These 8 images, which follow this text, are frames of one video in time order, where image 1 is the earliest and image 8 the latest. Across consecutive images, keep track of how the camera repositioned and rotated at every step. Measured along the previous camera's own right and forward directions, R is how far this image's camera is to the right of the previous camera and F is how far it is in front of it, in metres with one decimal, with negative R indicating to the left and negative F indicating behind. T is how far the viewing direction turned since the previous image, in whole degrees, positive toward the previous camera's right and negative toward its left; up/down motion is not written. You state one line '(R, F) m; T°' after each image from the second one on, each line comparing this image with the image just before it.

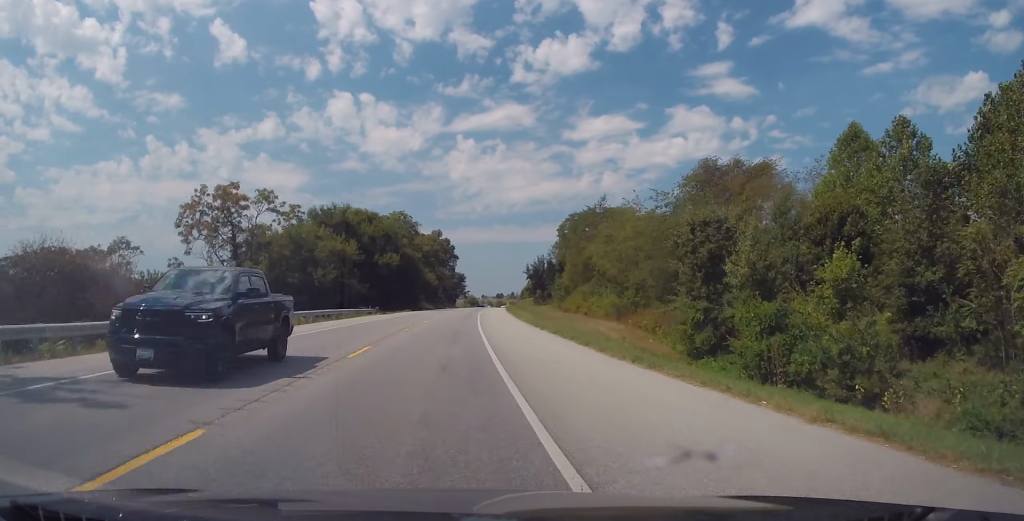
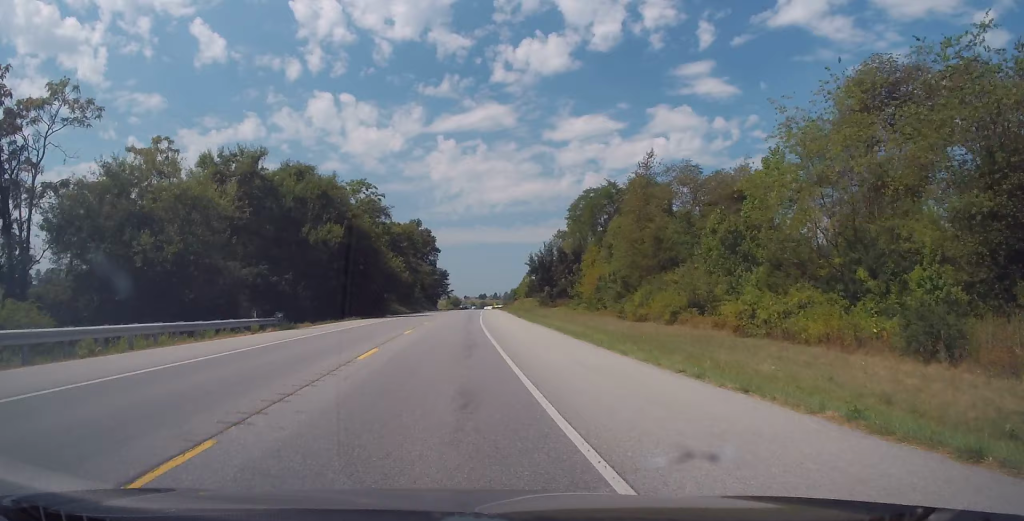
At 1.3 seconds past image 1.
(+0.5, +37.0) m; +1°
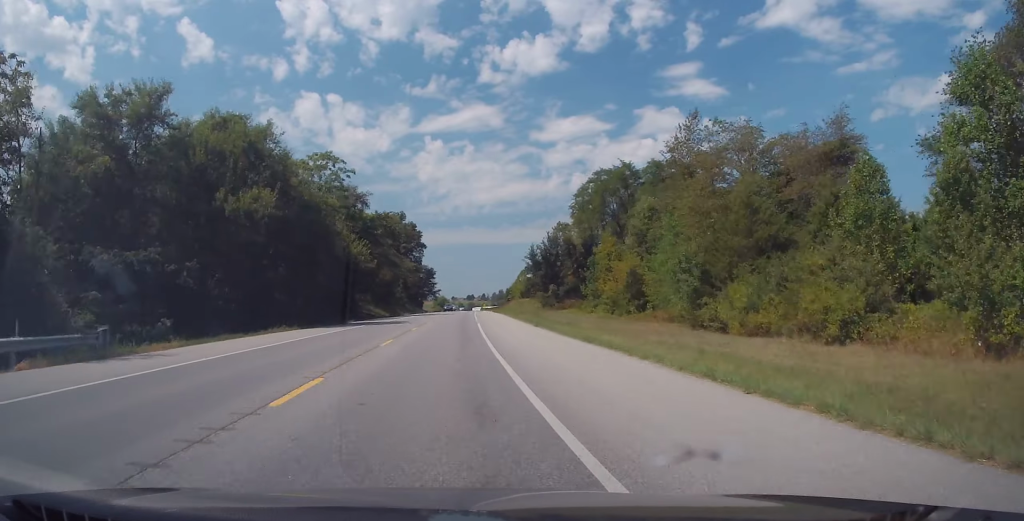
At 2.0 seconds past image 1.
(+0.1, +18.9) m; +1°
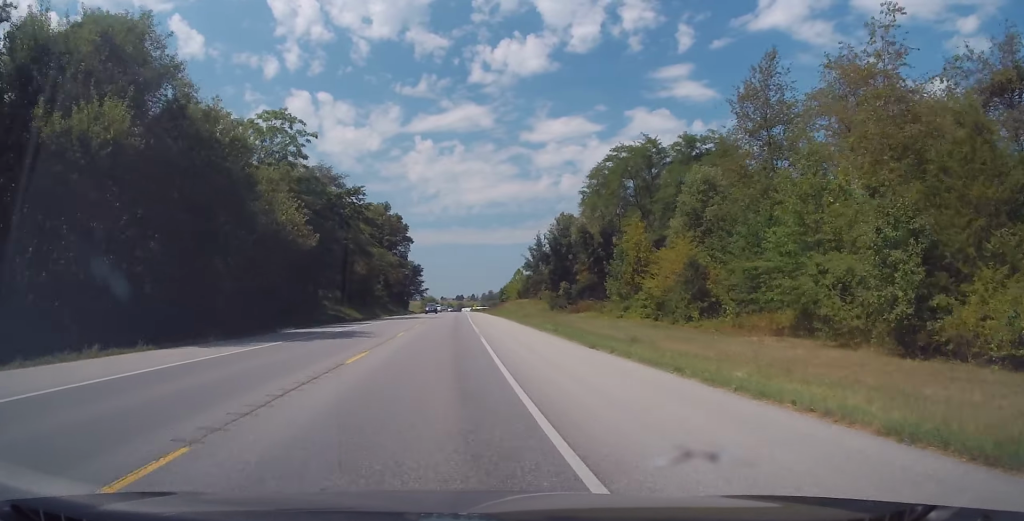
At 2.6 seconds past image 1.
(-0.1, +17.9) m; +1°
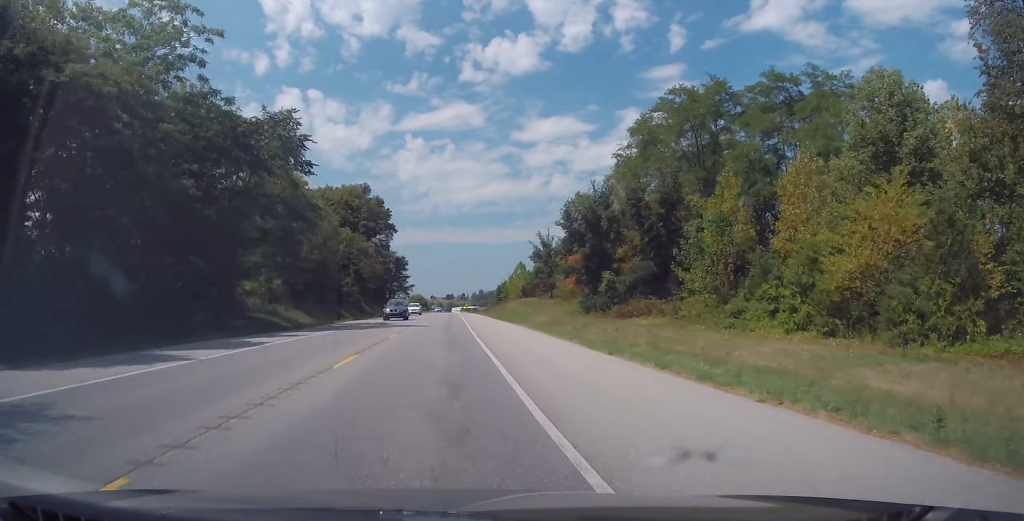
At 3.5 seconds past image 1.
(+0.5, +25.5) m; +1°
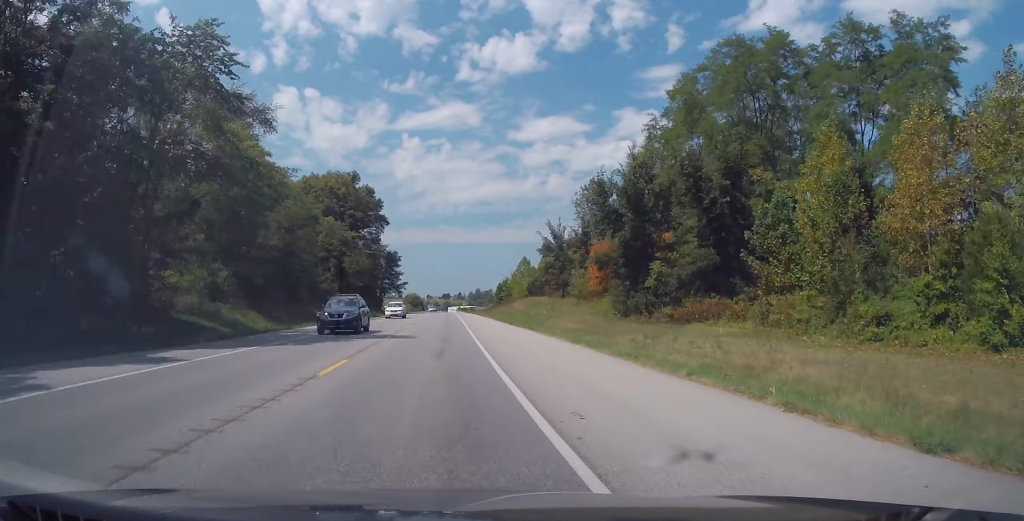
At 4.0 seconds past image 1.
(0.0, +13.2) m; 0°
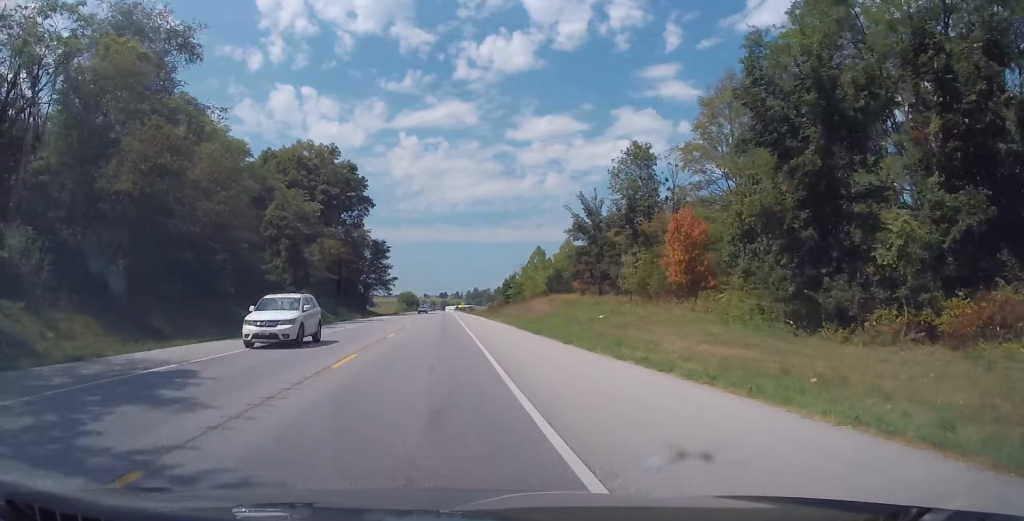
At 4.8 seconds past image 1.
(0.0, +22.6) m; 0°
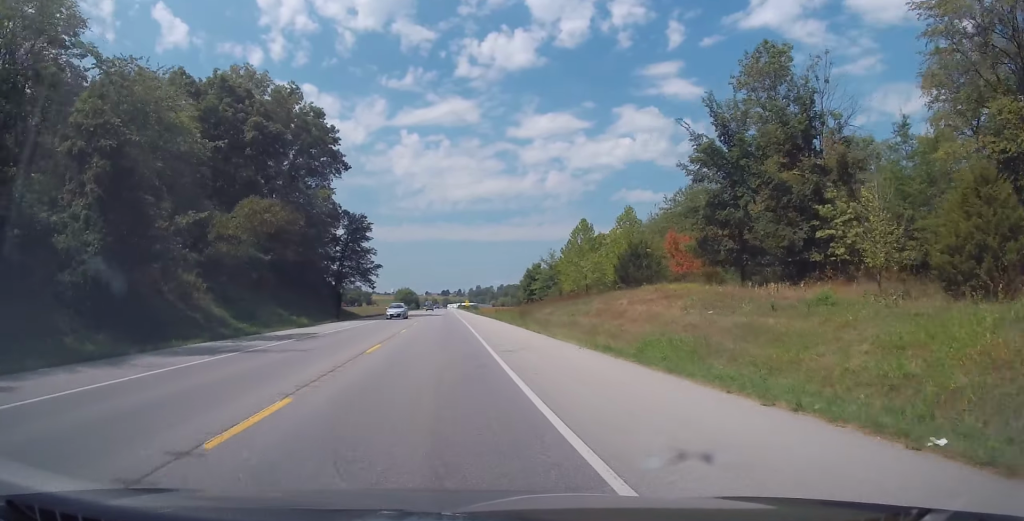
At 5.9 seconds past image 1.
(0.0, +32.2) m; 0°
